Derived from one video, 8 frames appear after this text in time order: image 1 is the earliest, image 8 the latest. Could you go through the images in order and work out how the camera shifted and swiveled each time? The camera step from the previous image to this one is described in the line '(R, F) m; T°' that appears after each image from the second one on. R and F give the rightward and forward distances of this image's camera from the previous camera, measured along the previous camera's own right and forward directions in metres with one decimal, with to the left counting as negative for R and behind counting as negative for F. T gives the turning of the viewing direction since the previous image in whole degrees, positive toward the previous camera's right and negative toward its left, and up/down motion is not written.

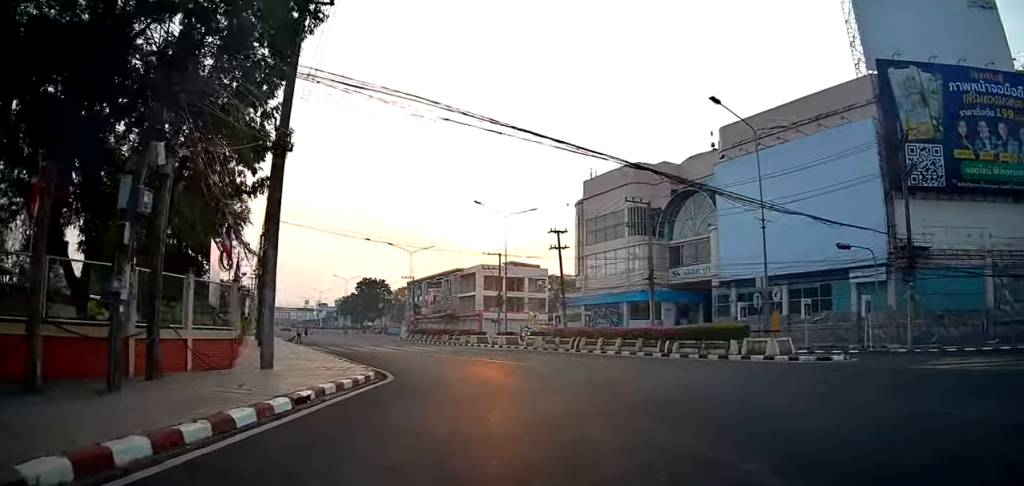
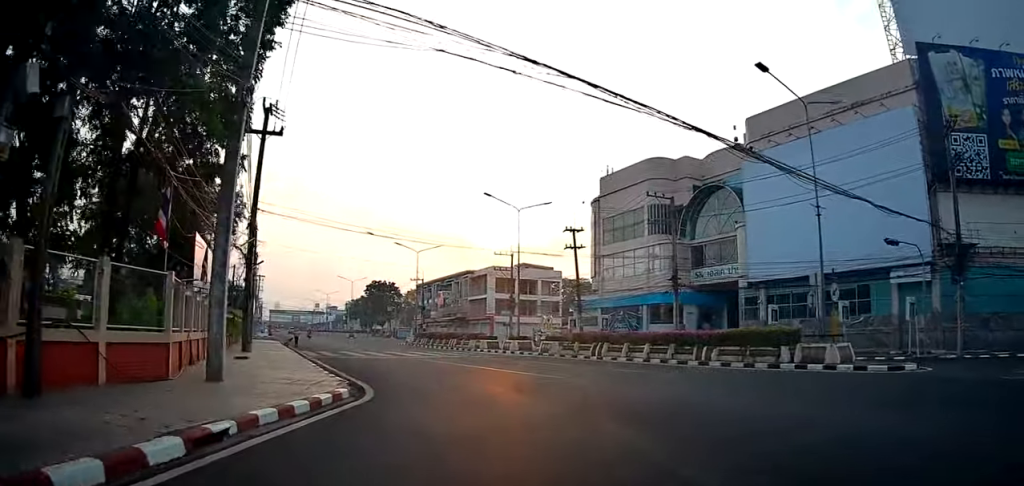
(0.0, +3.2) m; -1°
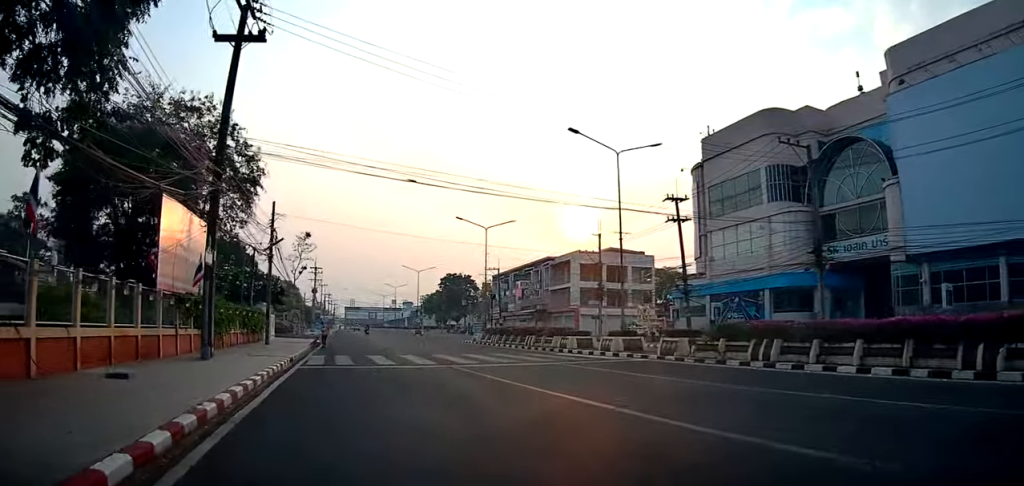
(-0.4, +10.2) m; -6°
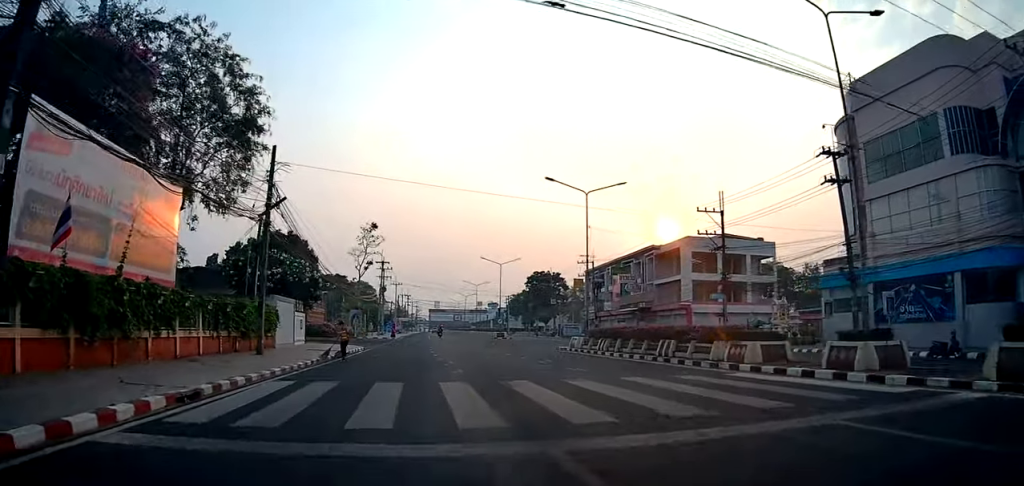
(-0.9, +12.0) m; -8°
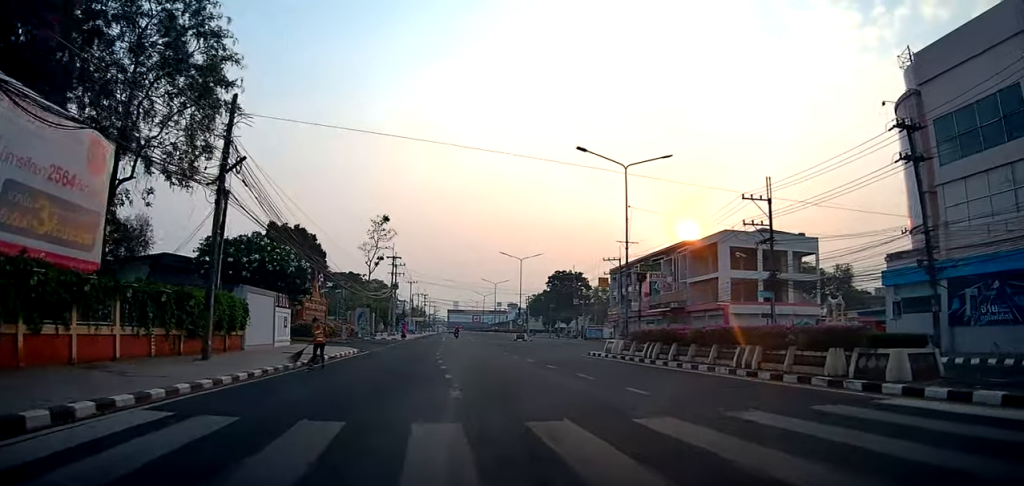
(-0.2, +5.8) m; -3°
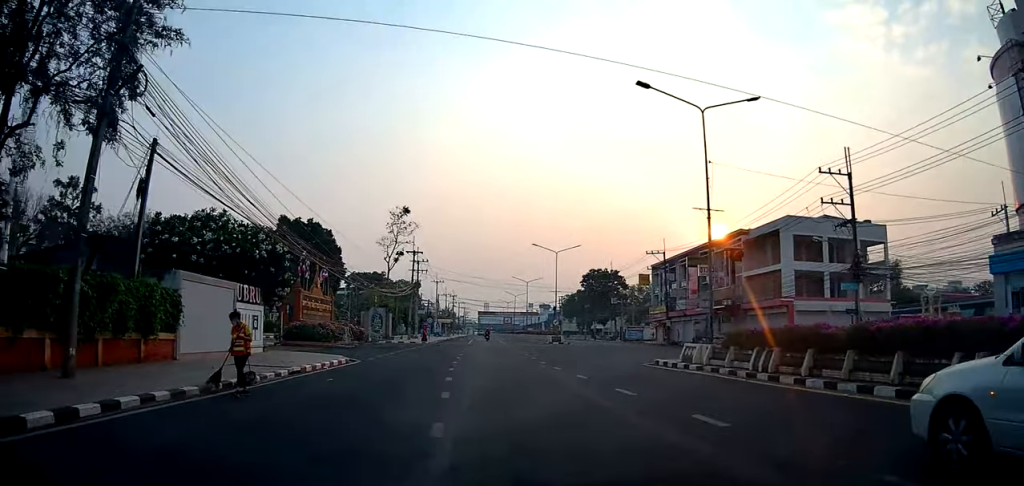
(-0.2, +7.5) m; -3°
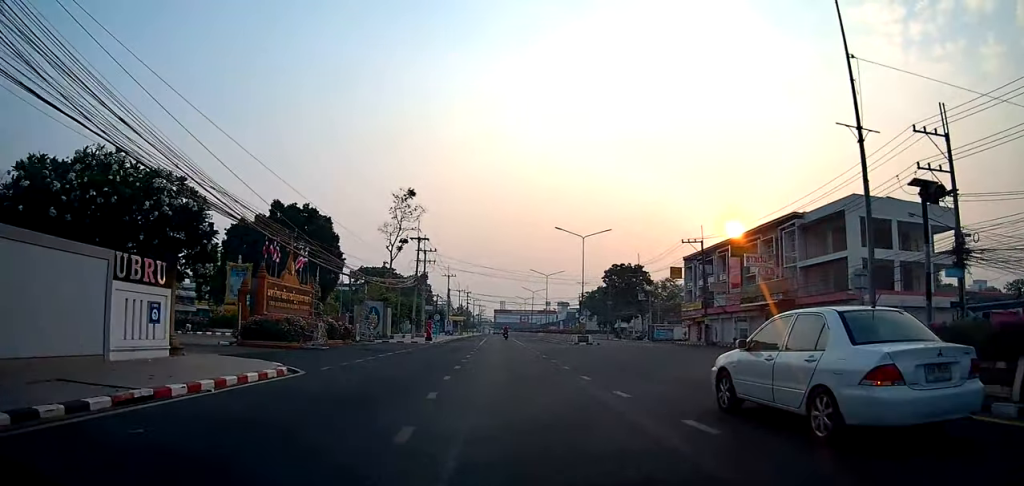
(-0.3, +8.4) m; -2°
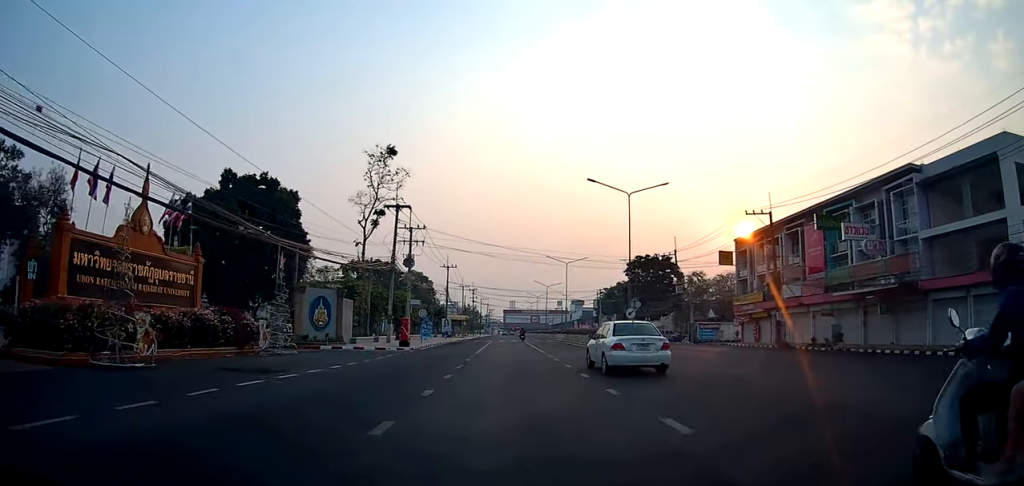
(-0.3, +15.9) m; -1°
